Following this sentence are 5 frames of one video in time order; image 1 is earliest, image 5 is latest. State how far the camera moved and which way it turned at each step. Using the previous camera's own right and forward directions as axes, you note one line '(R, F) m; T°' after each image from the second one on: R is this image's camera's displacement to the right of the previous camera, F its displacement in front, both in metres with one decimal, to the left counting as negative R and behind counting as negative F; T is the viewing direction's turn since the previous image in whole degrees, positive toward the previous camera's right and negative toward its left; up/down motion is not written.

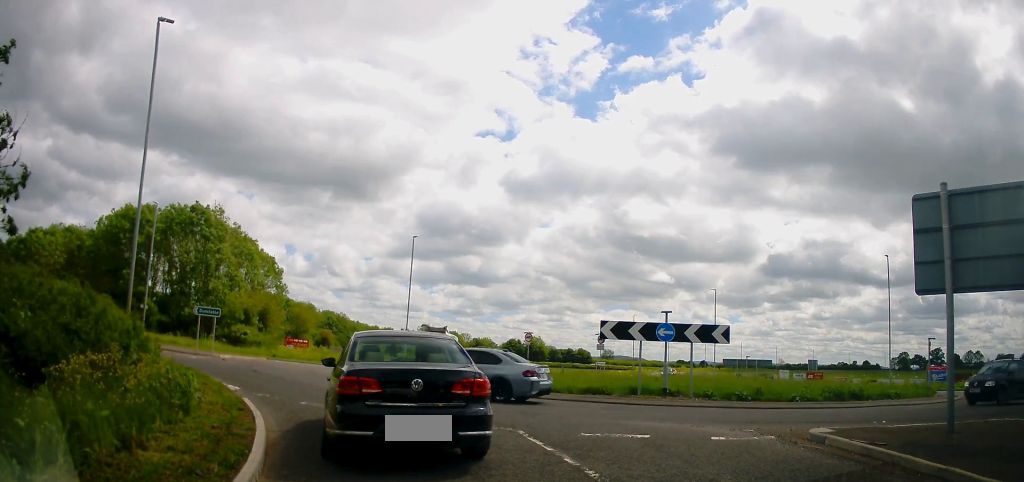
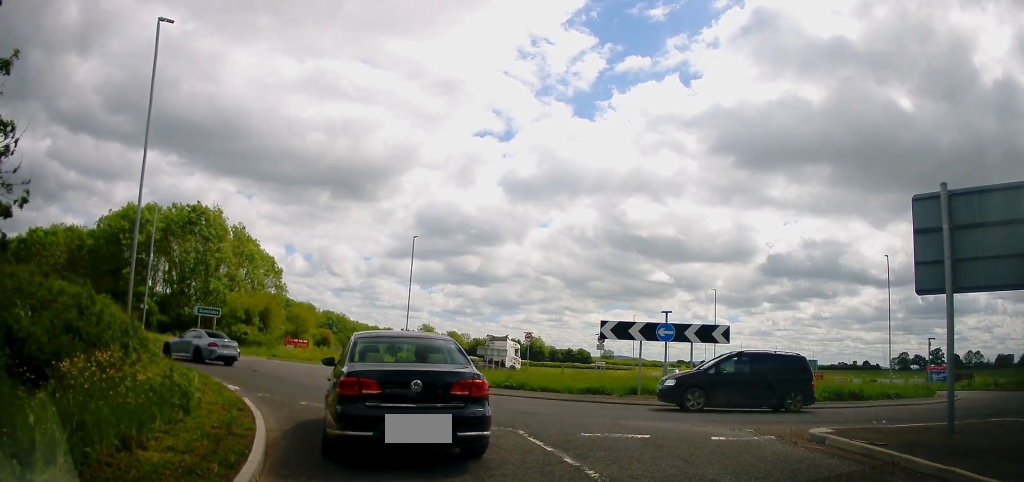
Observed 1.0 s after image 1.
(0.0, 0.0) m; 0°
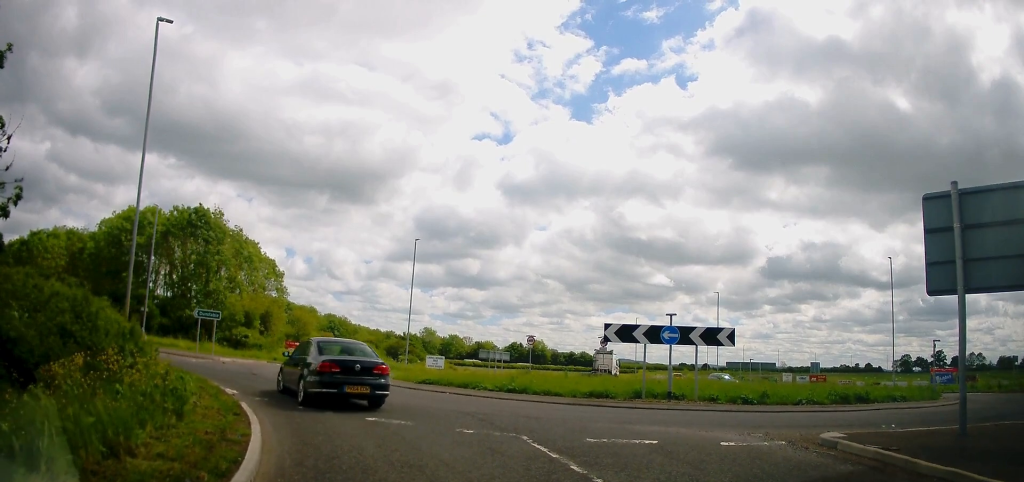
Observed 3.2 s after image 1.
(+0.1, +0.3) m; 0°
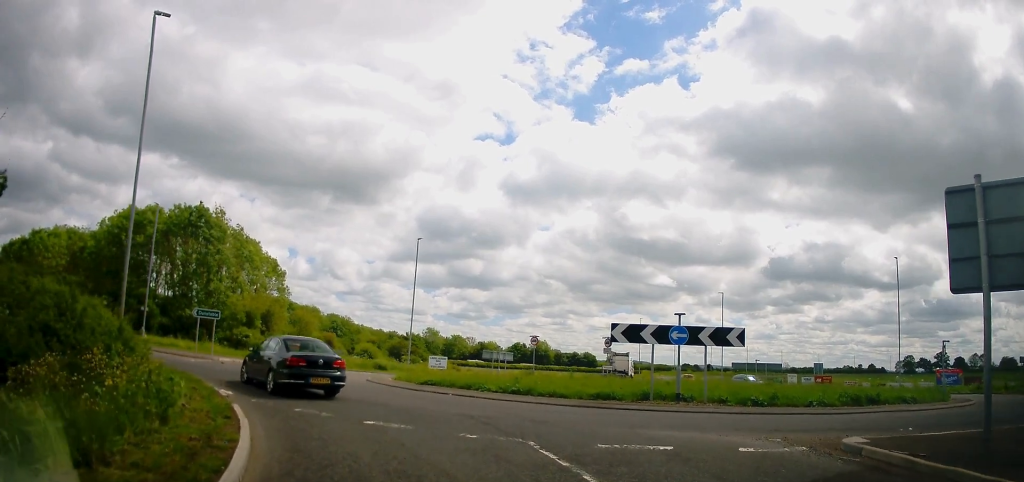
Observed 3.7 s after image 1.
(0.0, +0.4) m; 0°
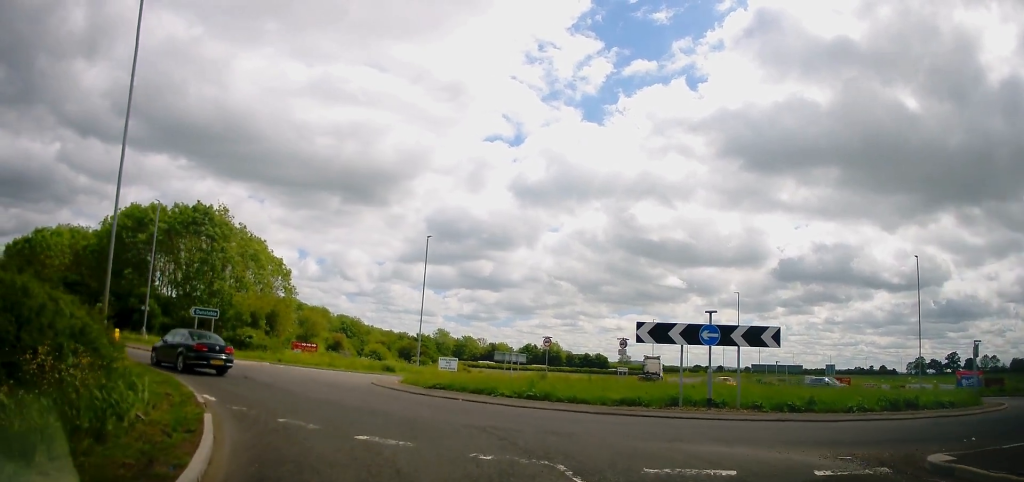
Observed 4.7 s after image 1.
(-0.1, +1.2) m; -4°
